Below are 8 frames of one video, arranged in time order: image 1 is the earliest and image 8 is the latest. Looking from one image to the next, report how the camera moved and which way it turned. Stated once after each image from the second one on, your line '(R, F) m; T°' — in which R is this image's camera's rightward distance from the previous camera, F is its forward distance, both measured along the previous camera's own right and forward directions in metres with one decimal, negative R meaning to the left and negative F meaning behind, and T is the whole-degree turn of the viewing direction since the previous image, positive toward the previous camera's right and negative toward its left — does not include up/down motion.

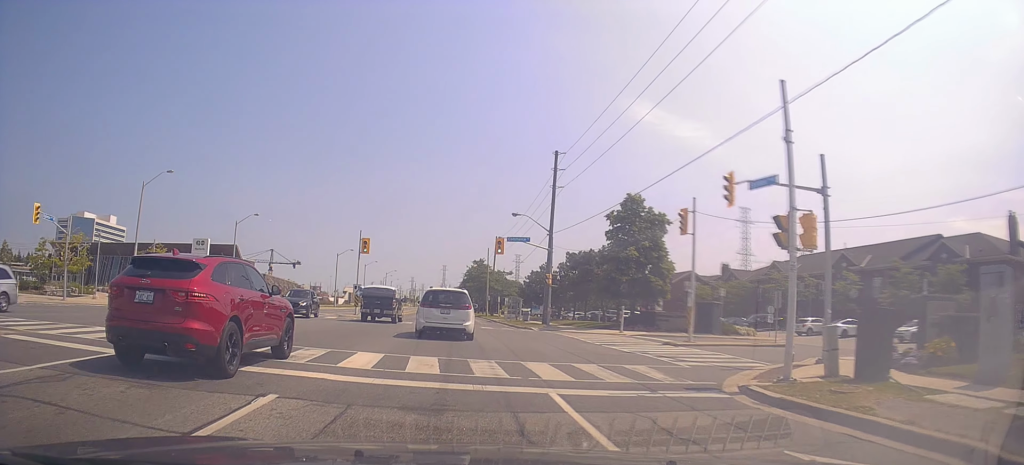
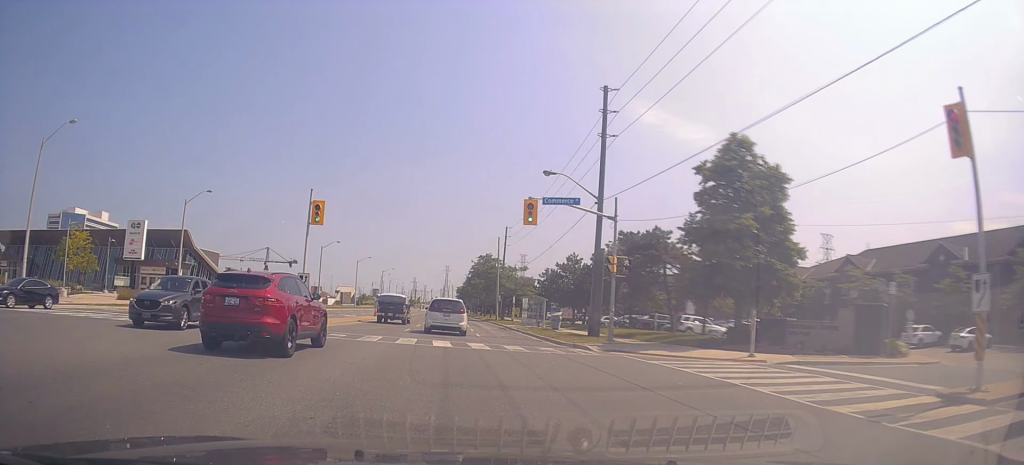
(-0.1, +13.7) m; -1°
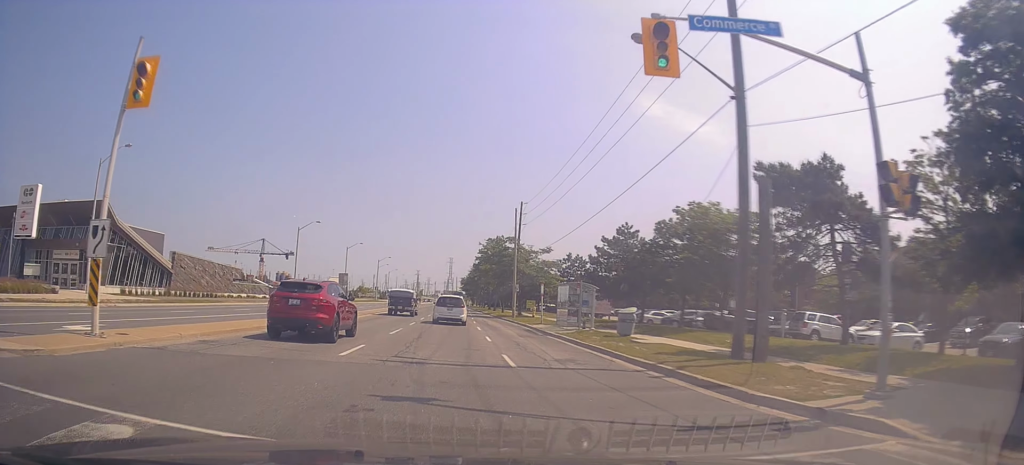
(-0.1, +15.0) m; -1°
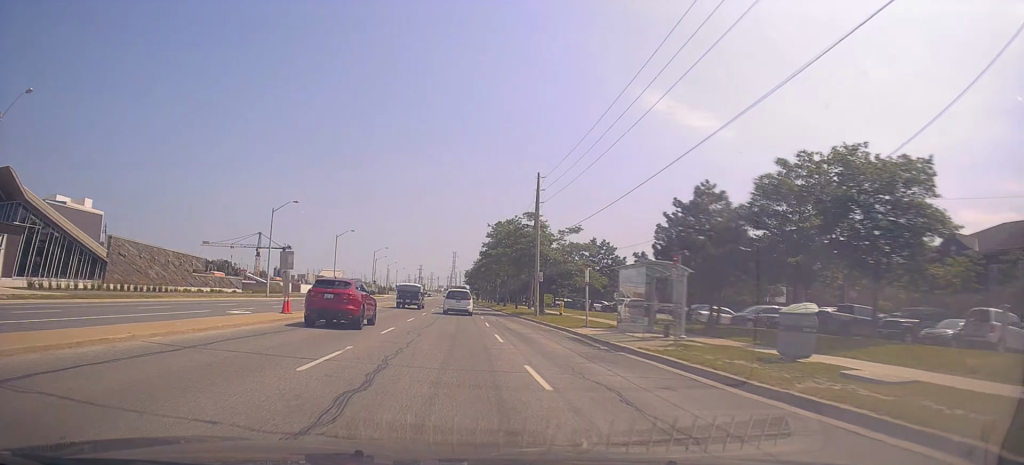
(+0.3, +12.3) m; +1°
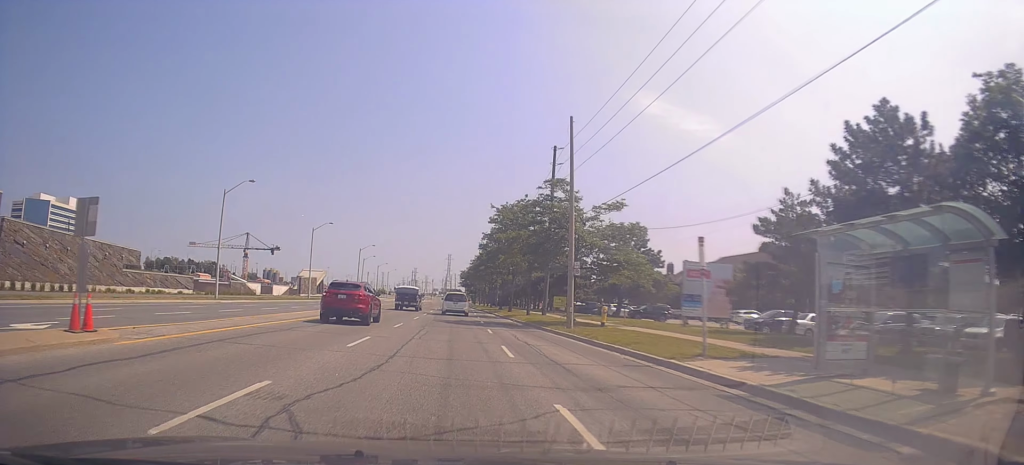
(0.0, +12.7) m; 0°
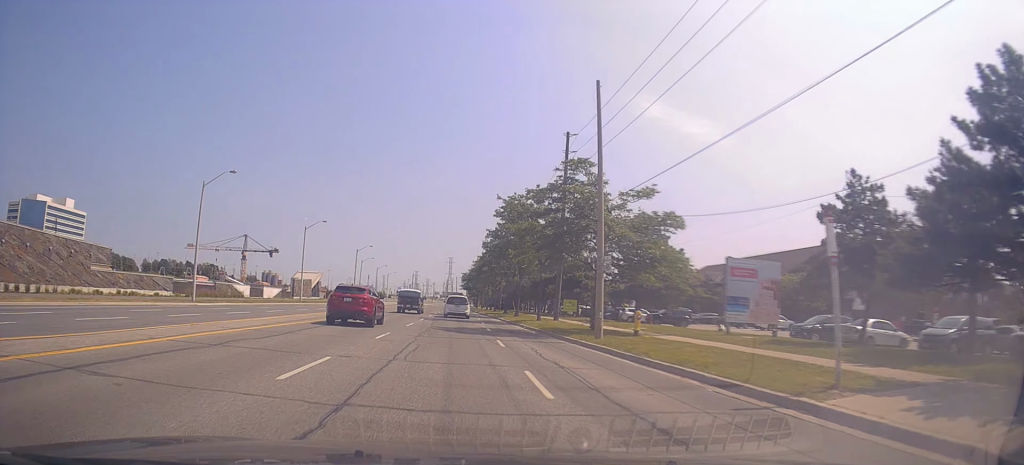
(0.0, +5.0) m; 0°
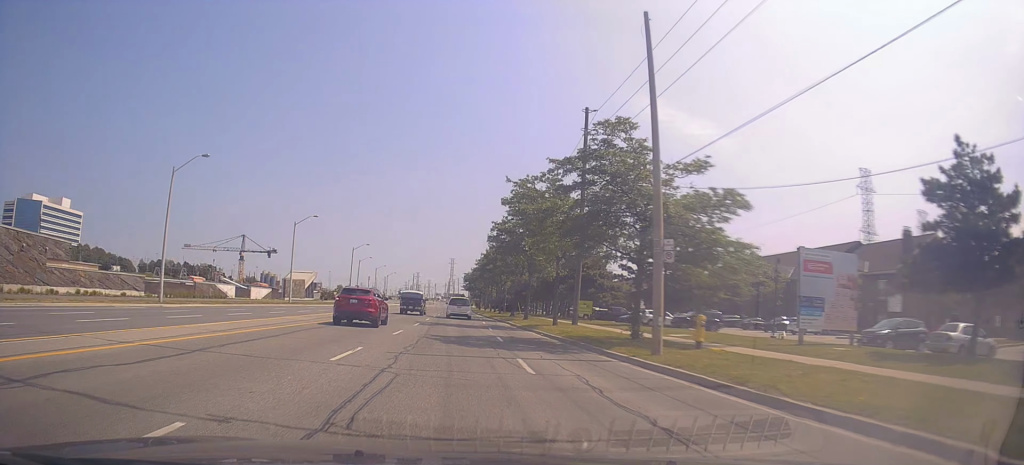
(0.0, +6.2) m; -1°
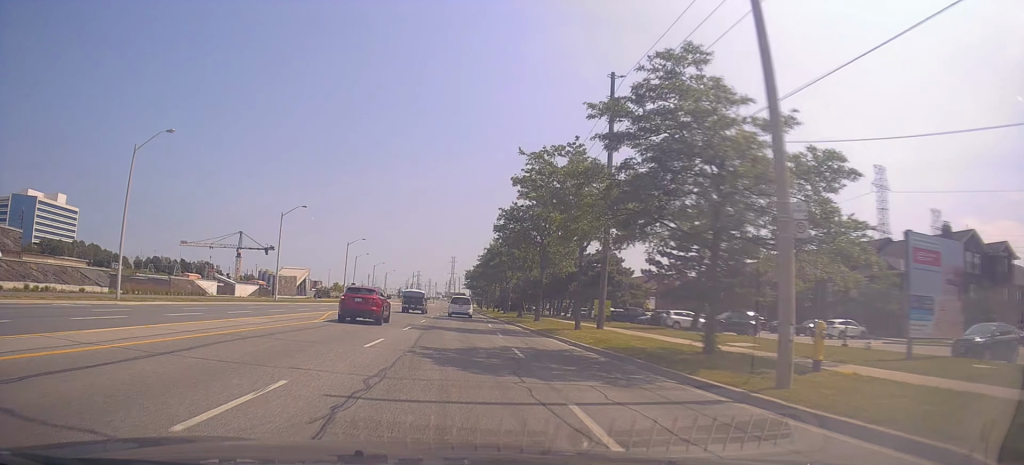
(+0.1, +5.9) m; -1°
